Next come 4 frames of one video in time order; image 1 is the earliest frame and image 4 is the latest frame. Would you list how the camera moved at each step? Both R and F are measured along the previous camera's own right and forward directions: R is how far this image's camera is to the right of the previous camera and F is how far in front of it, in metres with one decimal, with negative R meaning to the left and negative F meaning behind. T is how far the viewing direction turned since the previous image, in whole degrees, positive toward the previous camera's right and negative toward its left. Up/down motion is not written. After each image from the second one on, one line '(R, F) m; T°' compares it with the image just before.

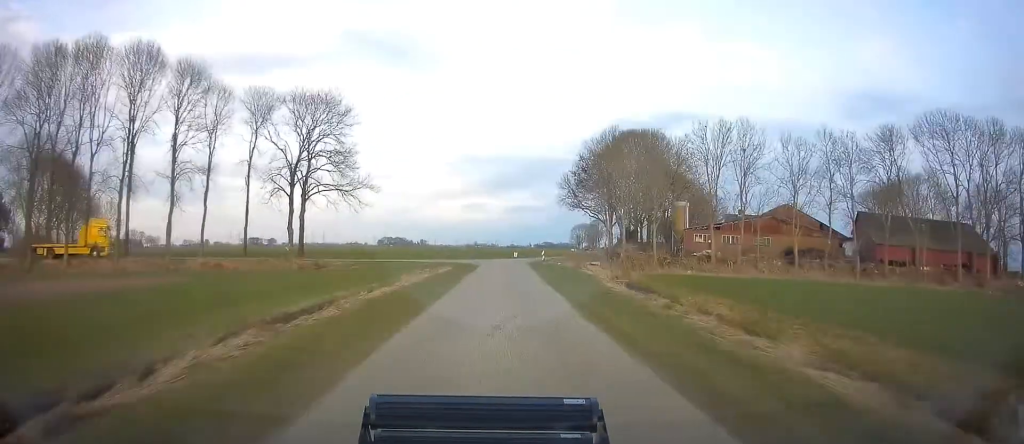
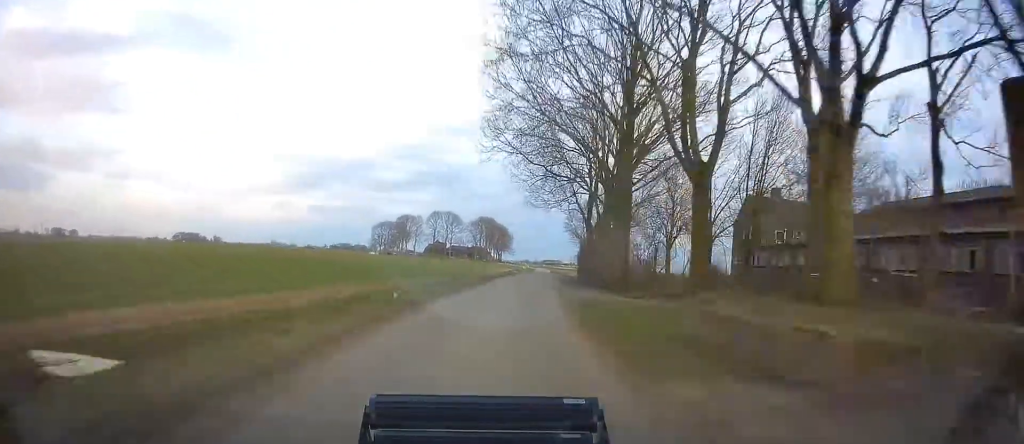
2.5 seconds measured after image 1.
(+7.3, +73.3) m; +17°
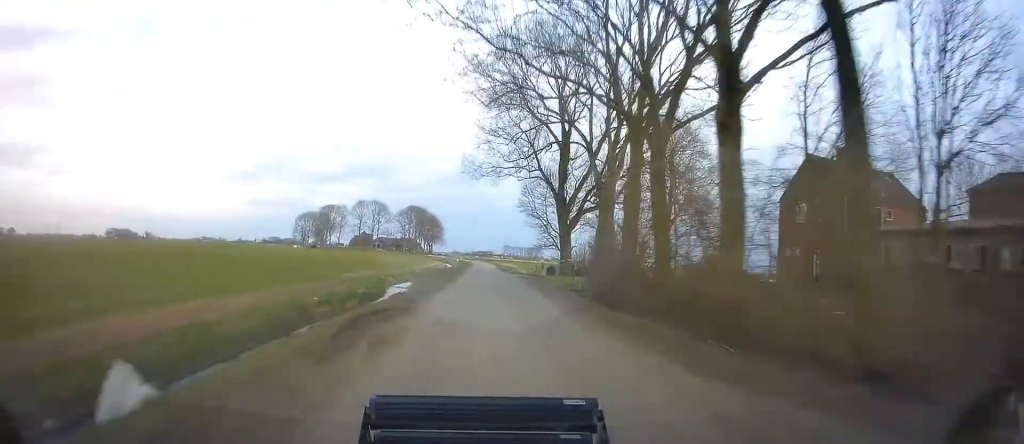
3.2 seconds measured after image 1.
(+2.0, +22.0) m; +5°
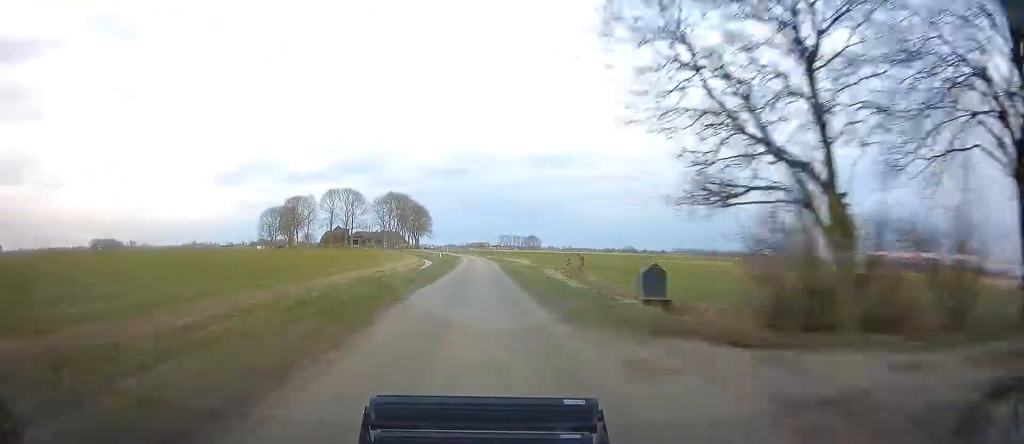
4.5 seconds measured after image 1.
(+1.8, +40.4) m; +3°
